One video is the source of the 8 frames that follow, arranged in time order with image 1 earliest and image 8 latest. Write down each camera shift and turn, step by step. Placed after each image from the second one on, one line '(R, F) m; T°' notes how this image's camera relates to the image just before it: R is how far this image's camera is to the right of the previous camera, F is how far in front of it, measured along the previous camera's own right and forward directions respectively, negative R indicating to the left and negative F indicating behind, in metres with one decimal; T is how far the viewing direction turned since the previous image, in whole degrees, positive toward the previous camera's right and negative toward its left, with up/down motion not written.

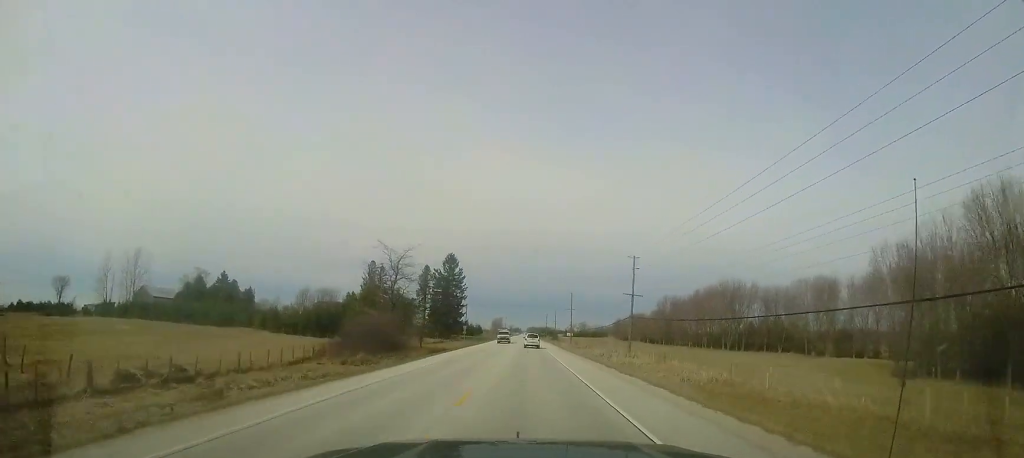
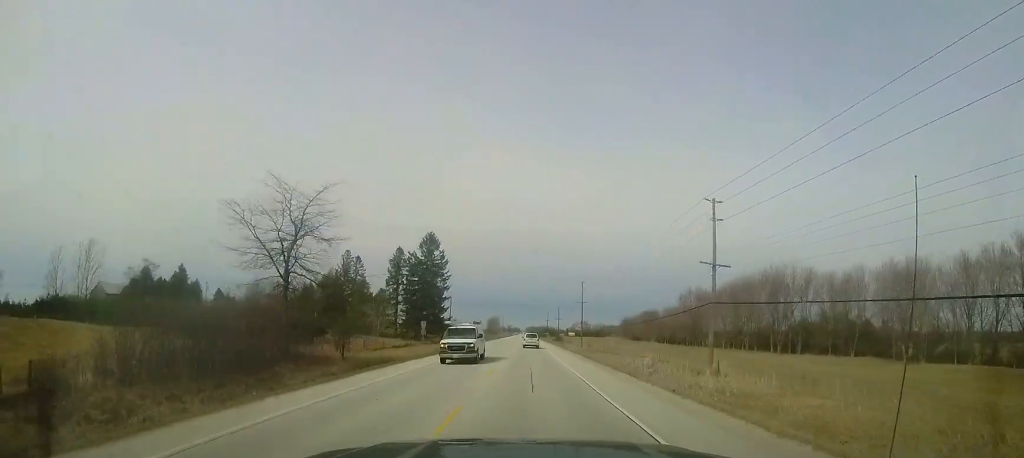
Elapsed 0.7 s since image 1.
(+0.2, +21.0) m; +1°
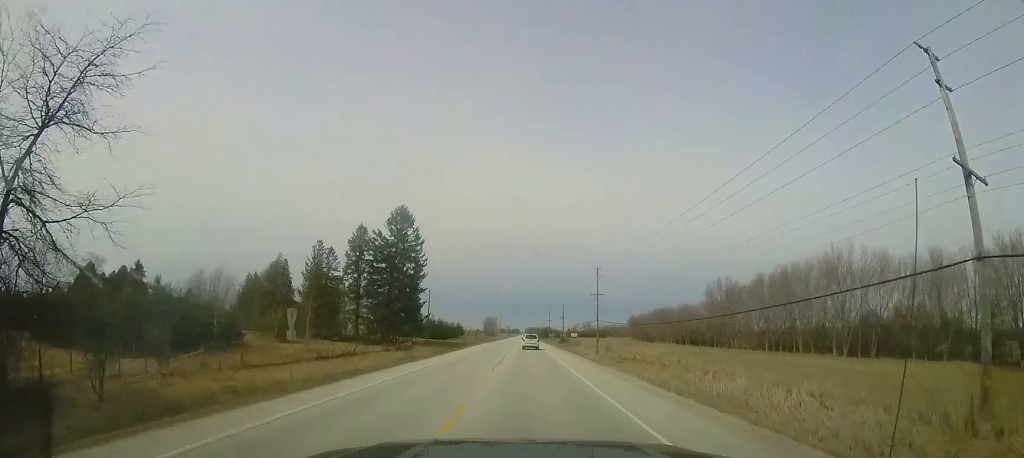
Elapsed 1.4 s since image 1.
(+0.1, +18.2) m; +1°
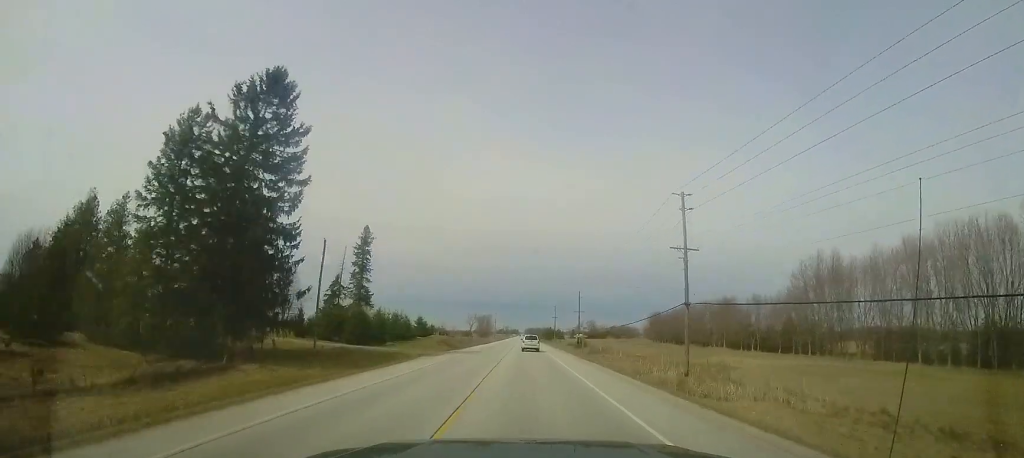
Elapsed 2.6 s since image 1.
(+0.4, +35.4) m; 0°
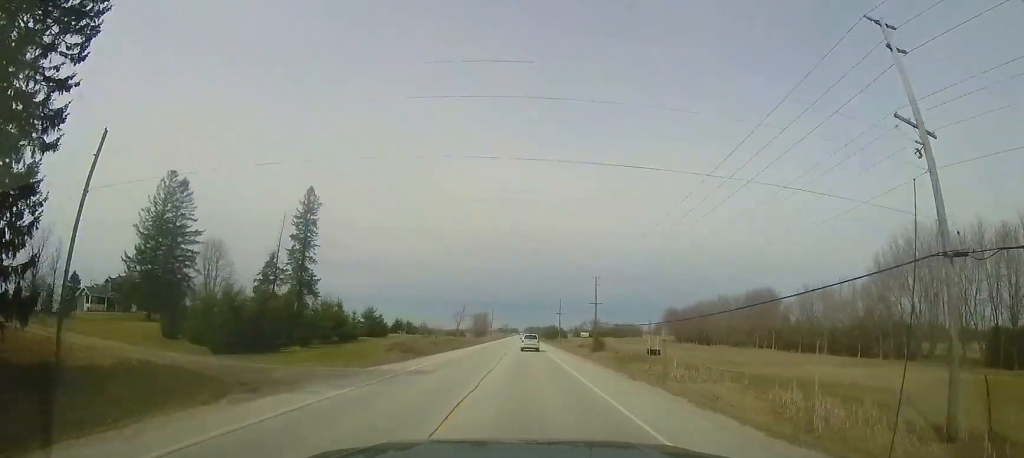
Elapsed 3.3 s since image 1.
(-0.3, +20.1) m; -1°
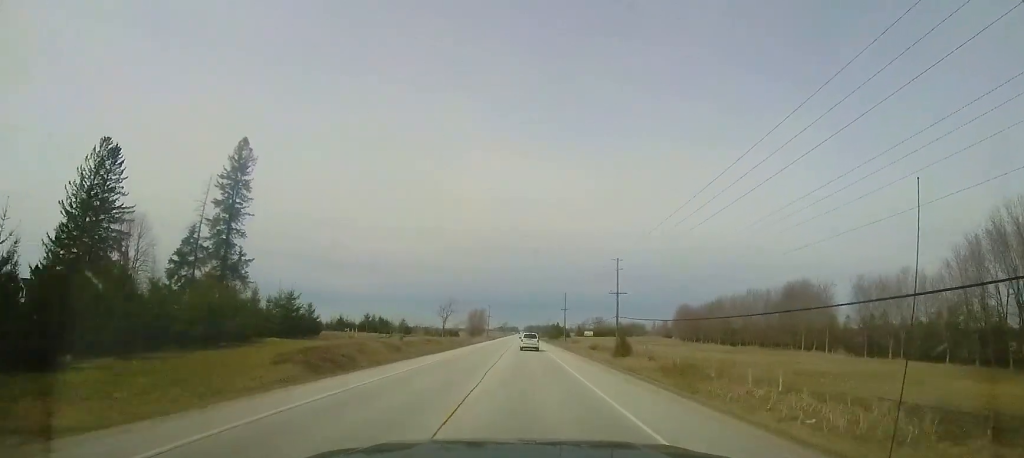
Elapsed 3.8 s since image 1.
(-0.3, +15.3) m; 0°
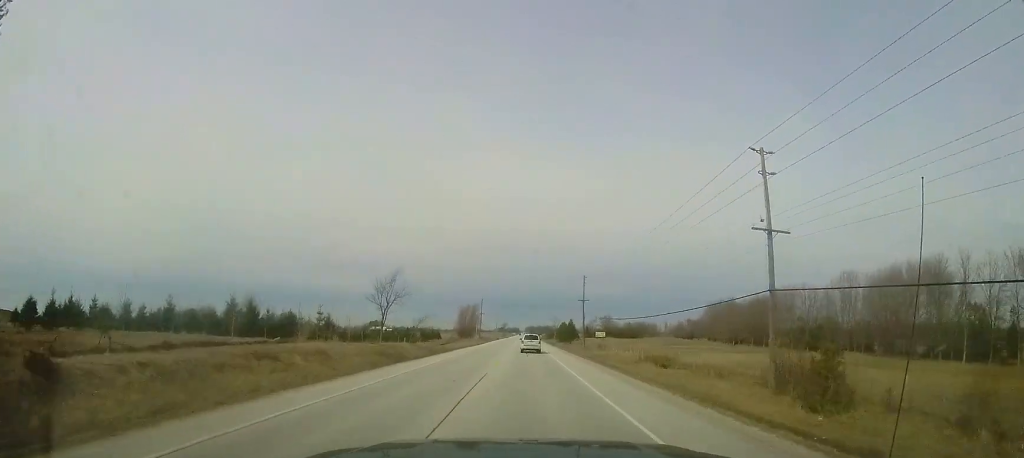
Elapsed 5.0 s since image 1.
(+0.5, +32.4) m; +1°
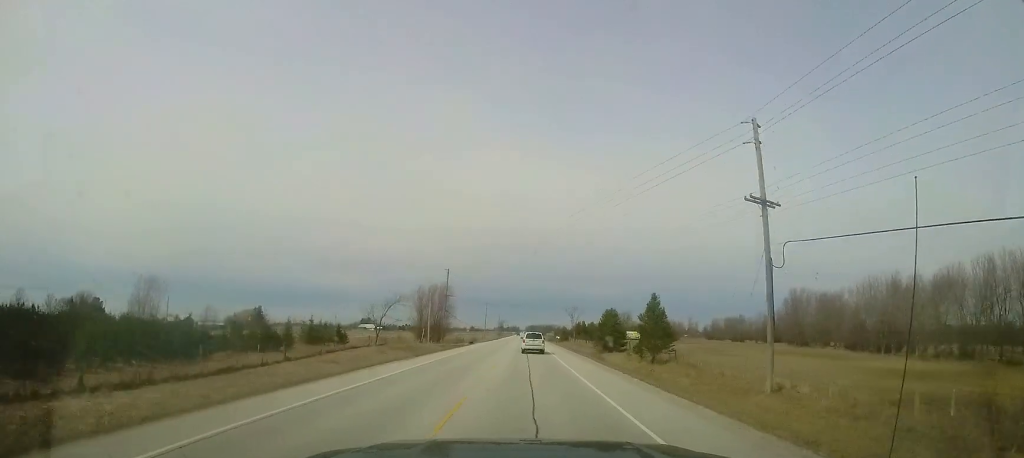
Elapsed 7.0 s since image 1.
(-0.7, +57.8) m; -1°
